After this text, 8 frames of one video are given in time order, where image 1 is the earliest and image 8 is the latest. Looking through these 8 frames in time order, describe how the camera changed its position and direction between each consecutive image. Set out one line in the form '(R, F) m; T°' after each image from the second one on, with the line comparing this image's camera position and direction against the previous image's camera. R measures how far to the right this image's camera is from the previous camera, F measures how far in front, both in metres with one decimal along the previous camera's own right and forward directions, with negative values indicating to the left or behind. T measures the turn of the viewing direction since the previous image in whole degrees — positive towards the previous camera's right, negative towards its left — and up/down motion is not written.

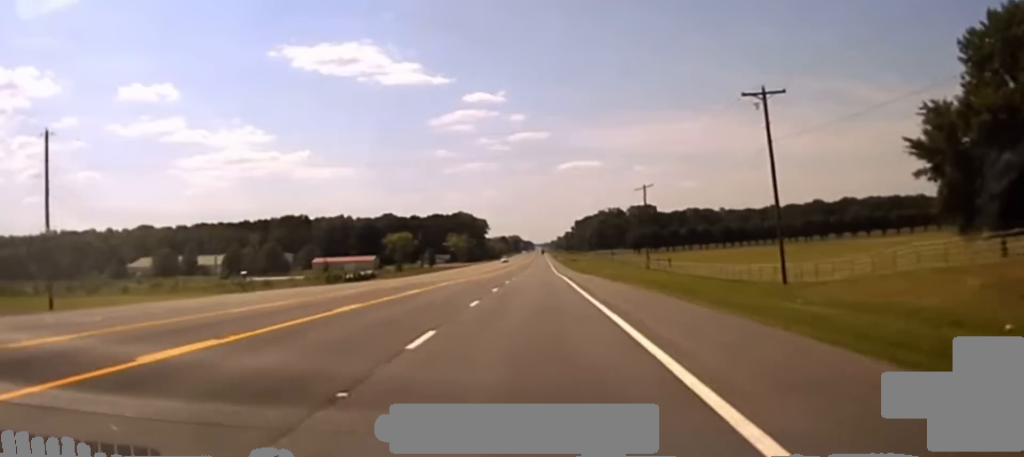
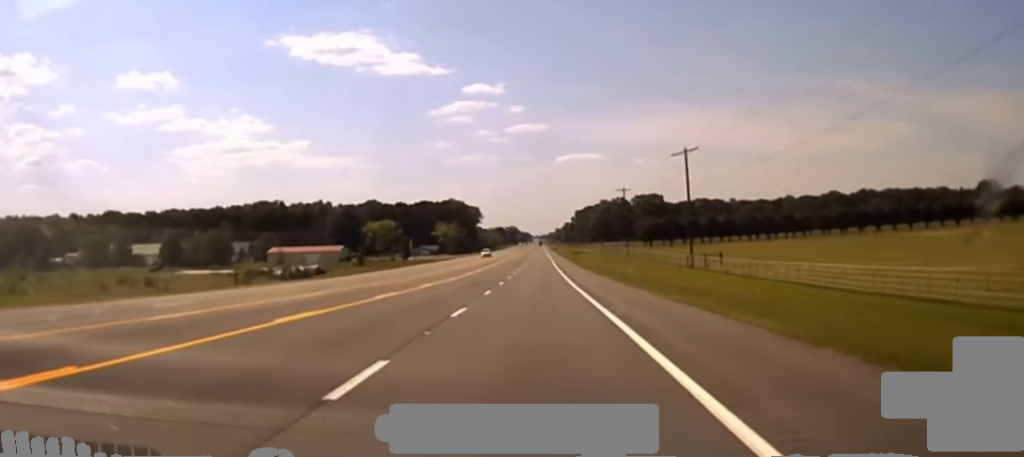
(0.0, +39.8) m; 0°
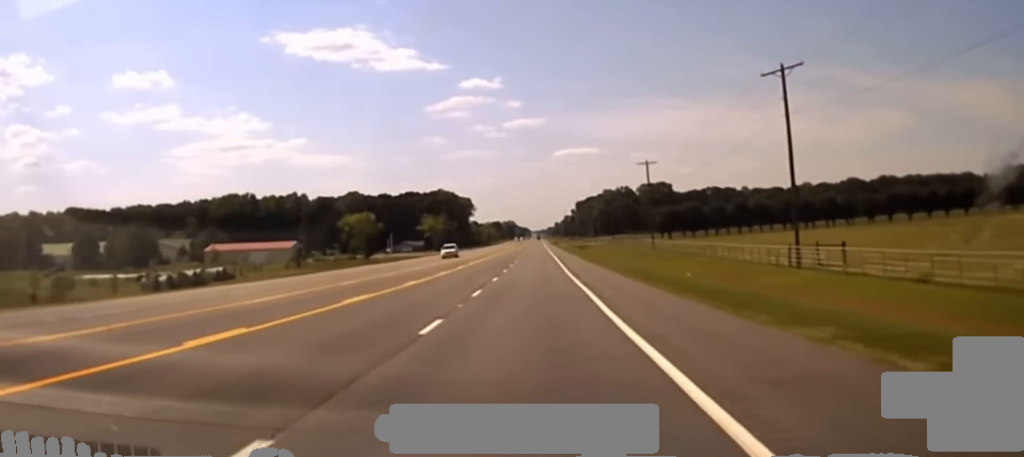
(0.0, +44.0) m; 0°
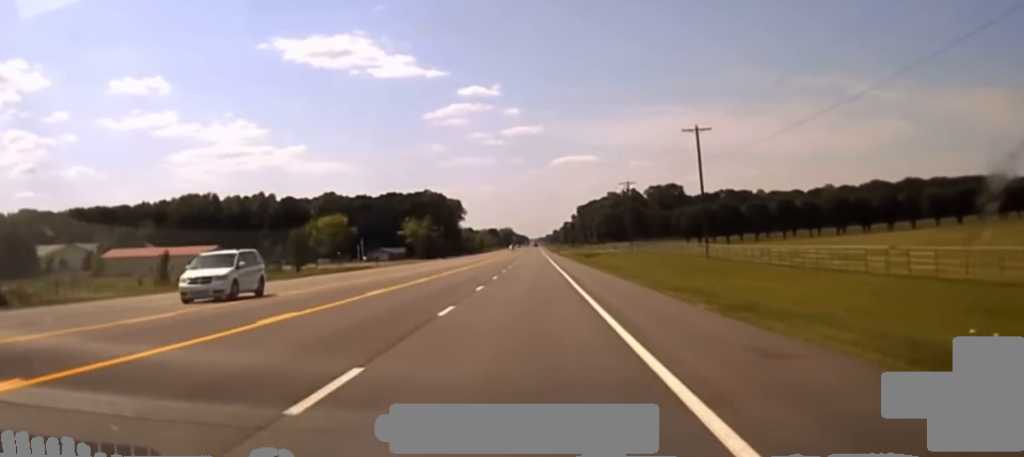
(0.0, +50.3) m; 0°
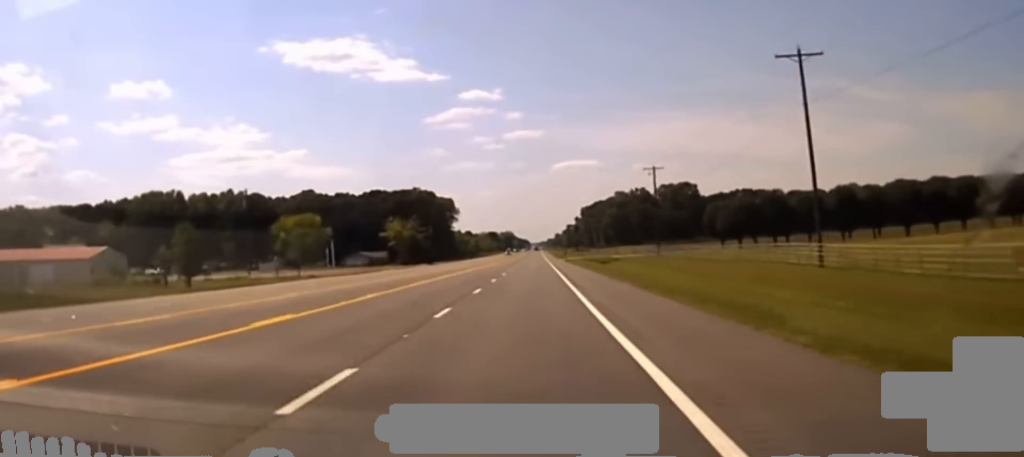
(0.0, +38.0) m; 0°
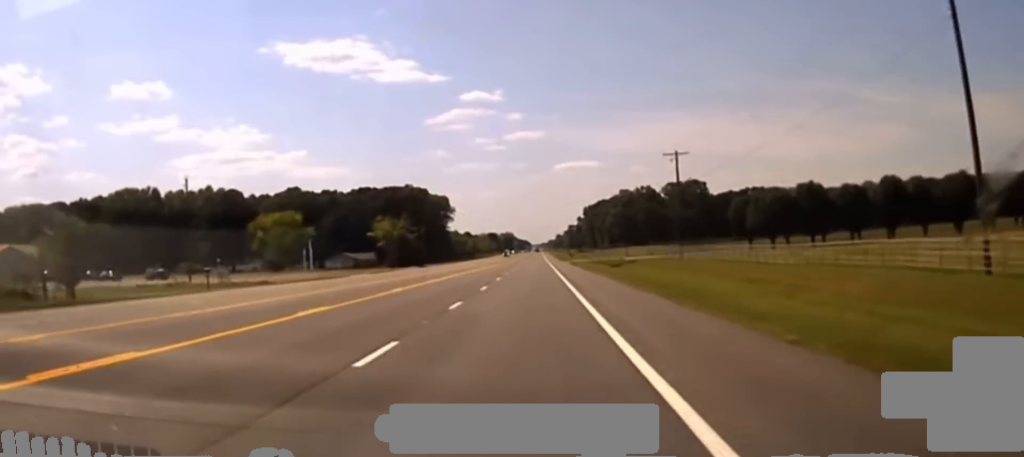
(0.0, +20.2) m; 0°
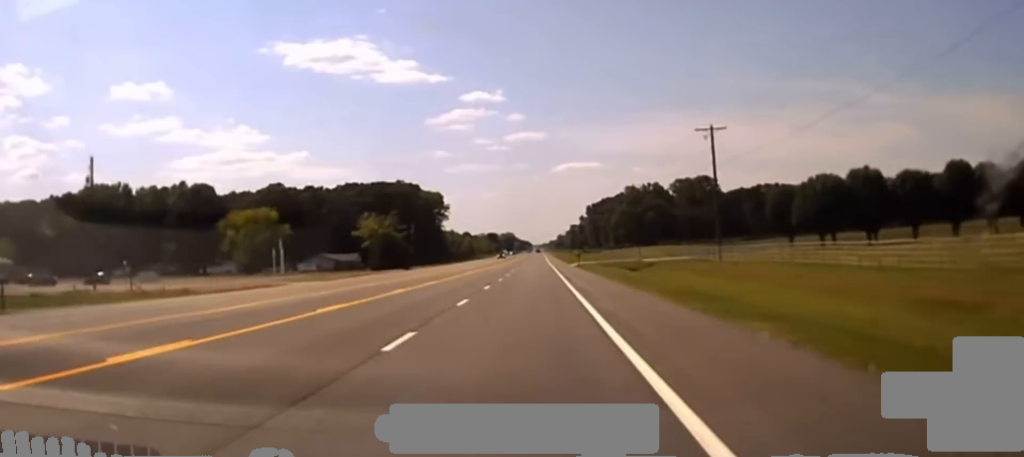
(0.0, +20.5) m; 0°
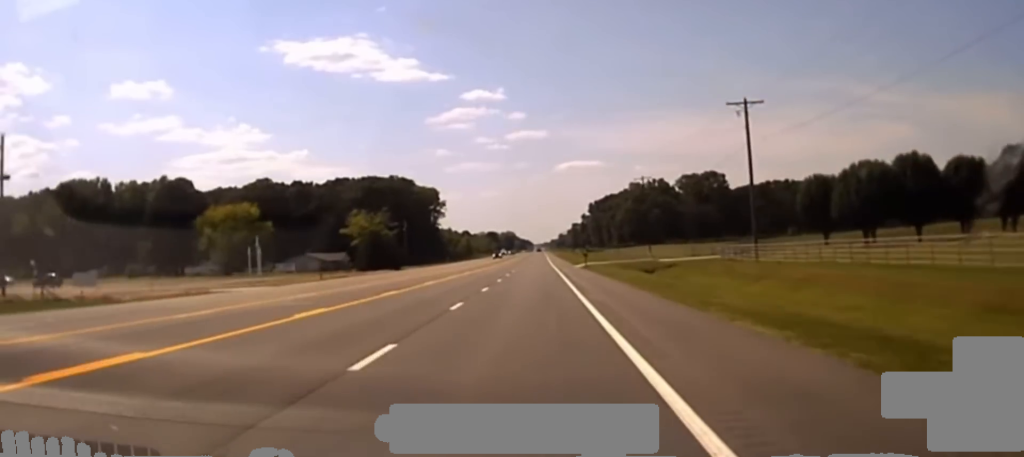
(0.0, +13.7) m; 0°
